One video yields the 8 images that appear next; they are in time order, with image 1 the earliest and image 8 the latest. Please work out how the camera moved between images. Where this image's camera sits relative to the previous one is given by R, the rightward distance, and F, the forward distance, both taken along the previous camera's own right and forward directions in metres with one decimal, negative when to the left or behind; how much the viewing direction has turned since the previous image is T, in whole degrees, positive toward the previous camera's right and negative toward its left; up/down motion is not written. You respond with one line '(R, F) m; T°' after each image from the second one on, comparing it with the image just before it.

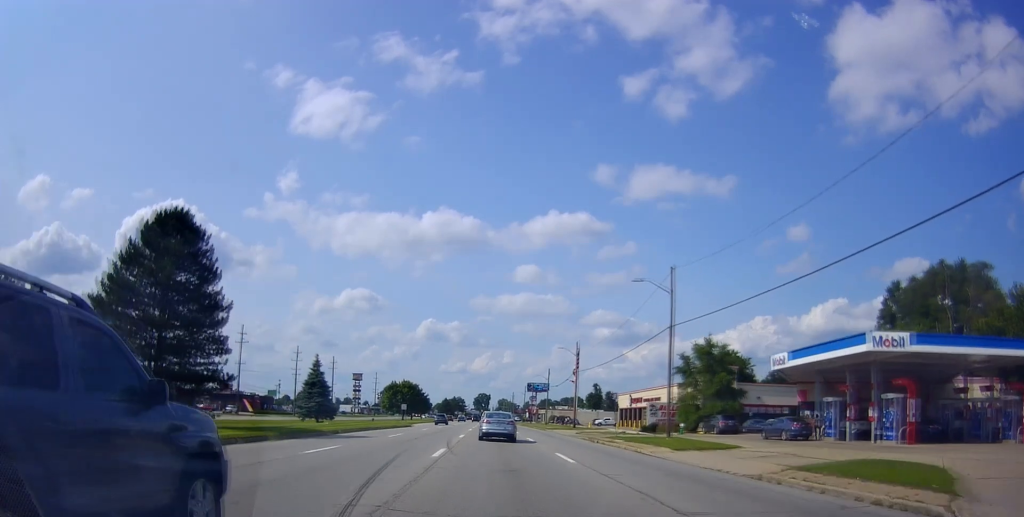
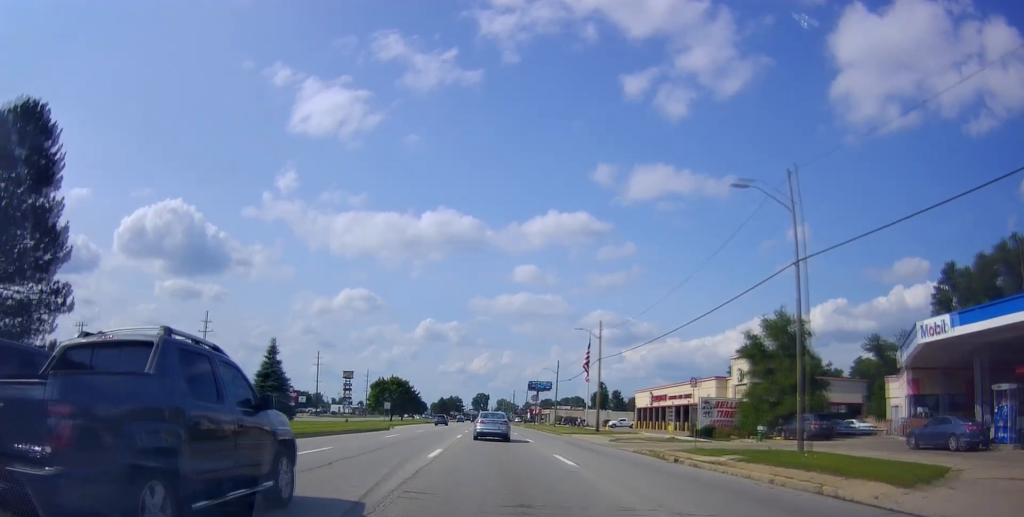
(+0.2, +15.8) m; 0°
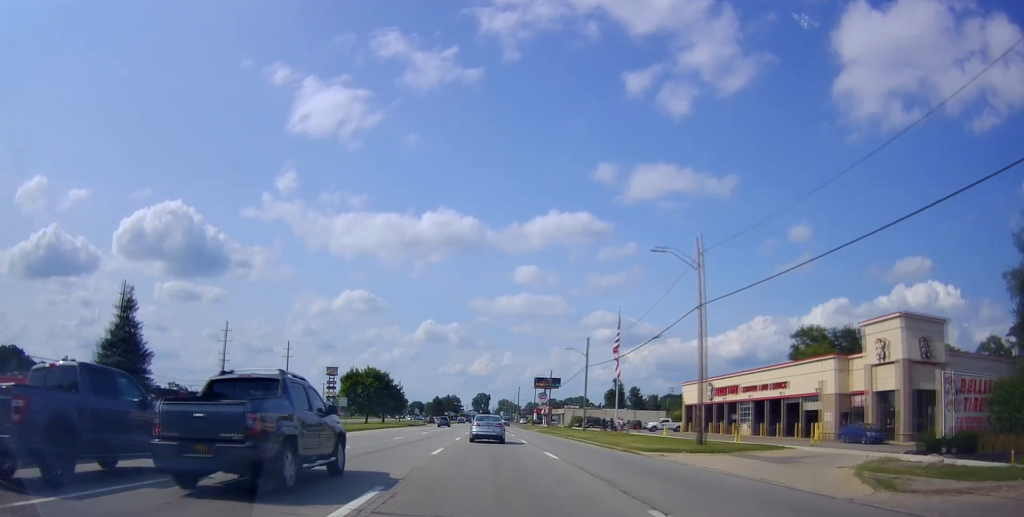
(0.0, +27.2) m; +1°
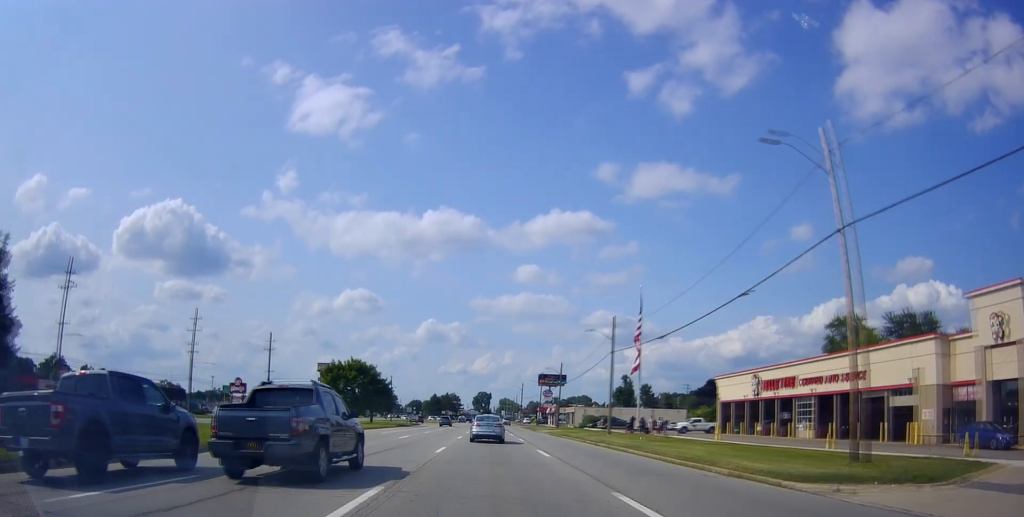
(+0.6, +13.3) m; 0°
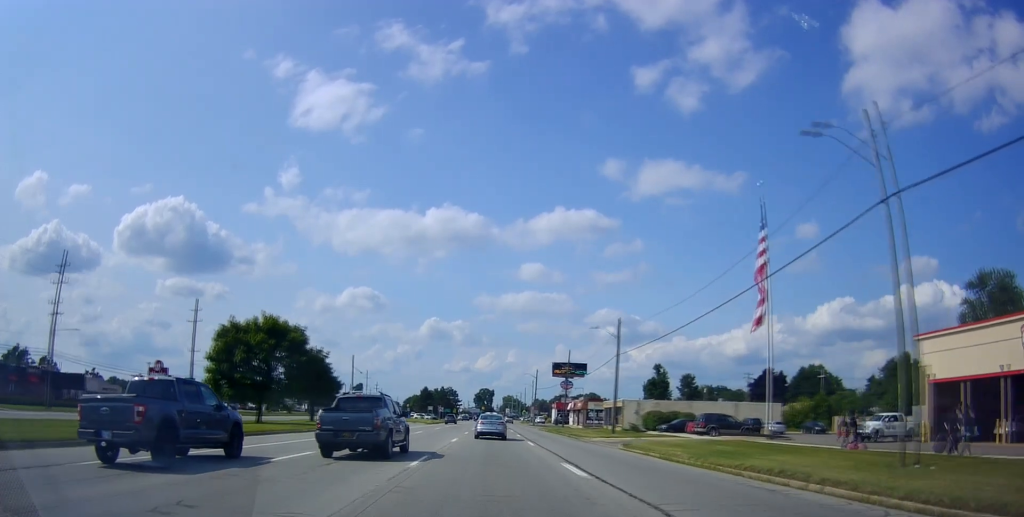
(-0.7, +38.9) m; -1°
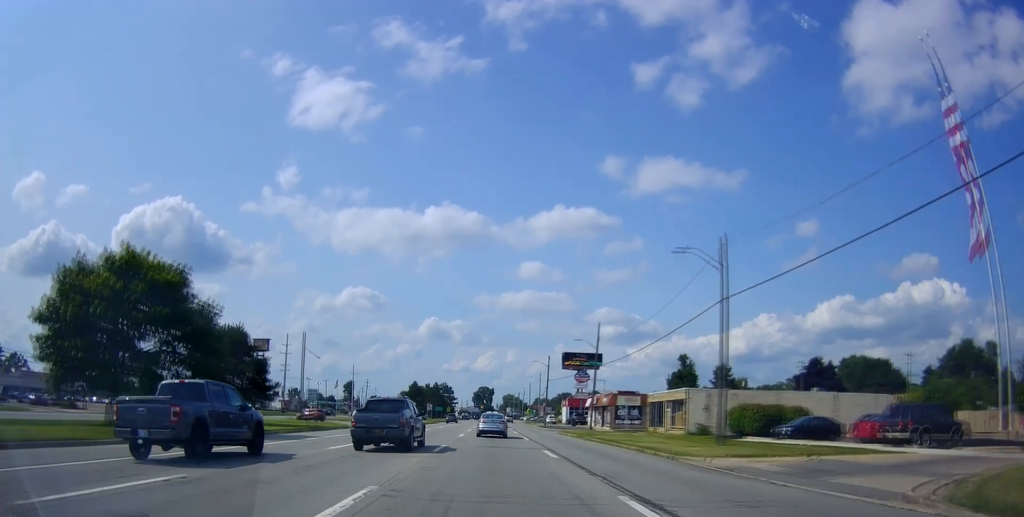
(-0.4, +24.1) m; -1°
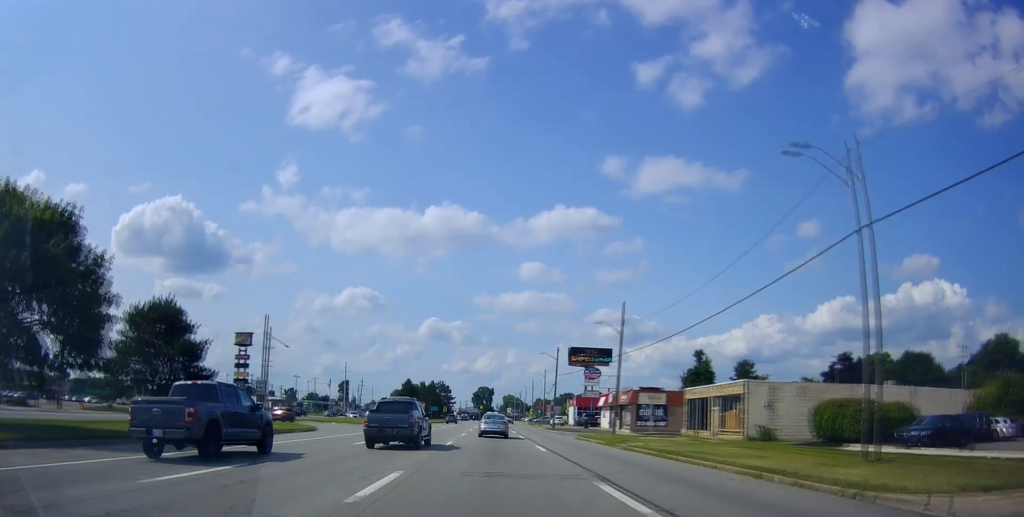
(-0.1, +11.8) m; +1°
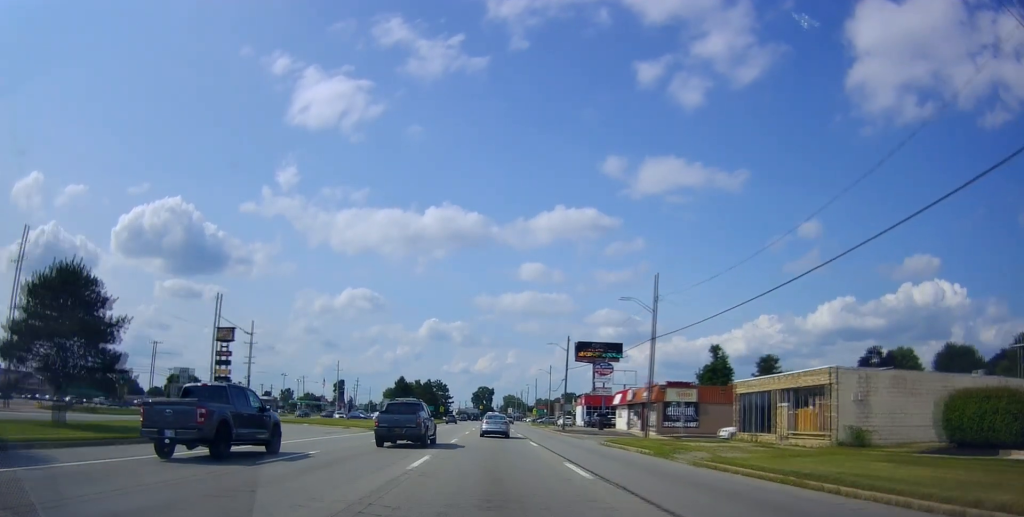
(0.0, +10.5) m; +1°
